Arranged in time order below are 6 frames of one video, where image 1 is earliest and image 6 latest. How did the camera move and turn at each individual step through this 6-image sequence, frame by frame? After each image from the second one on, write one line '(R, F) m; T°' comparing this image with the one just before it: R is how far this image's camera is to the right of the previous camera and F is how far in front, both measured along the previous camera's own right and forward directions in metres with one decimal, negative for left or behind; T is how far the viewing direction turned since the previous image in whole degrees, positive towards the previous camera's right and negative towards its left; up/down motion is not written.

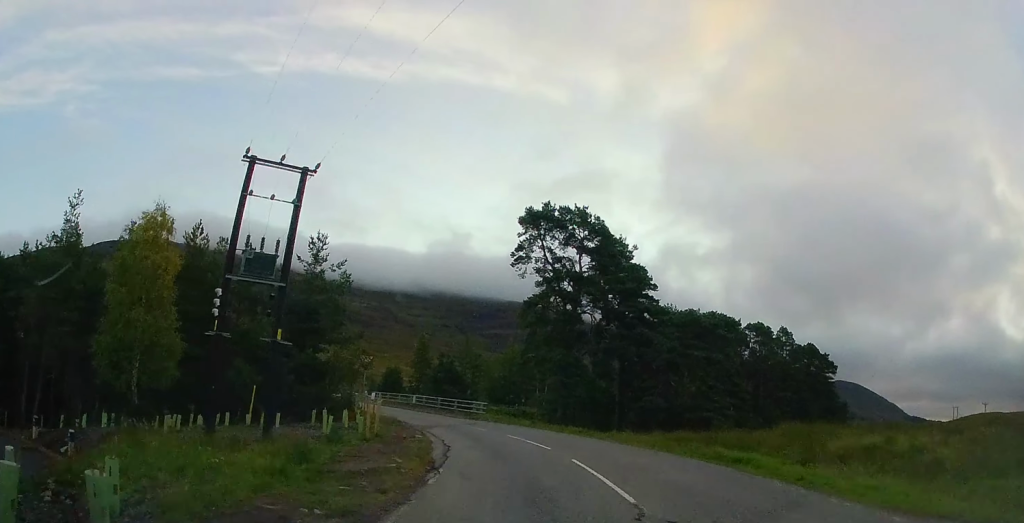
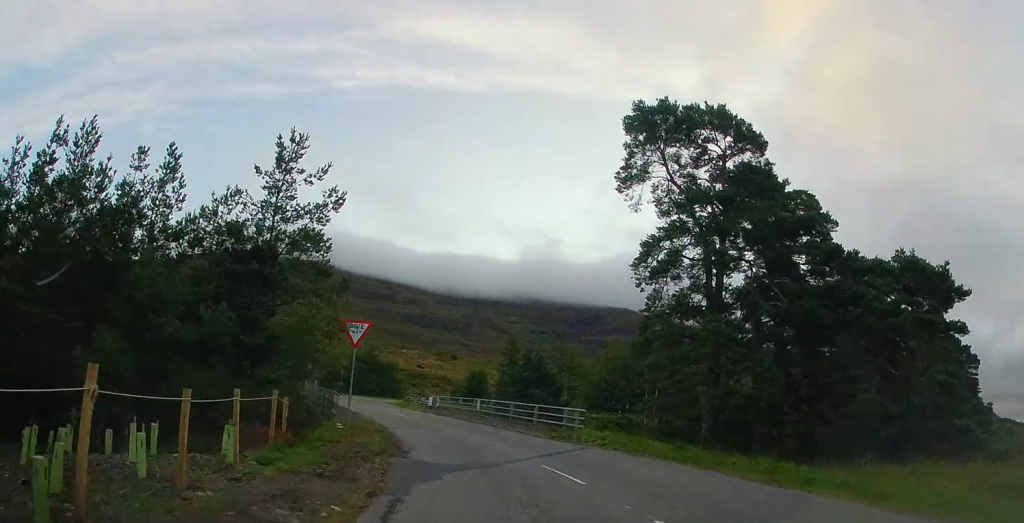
(-1.6, +15.7) m; -11°
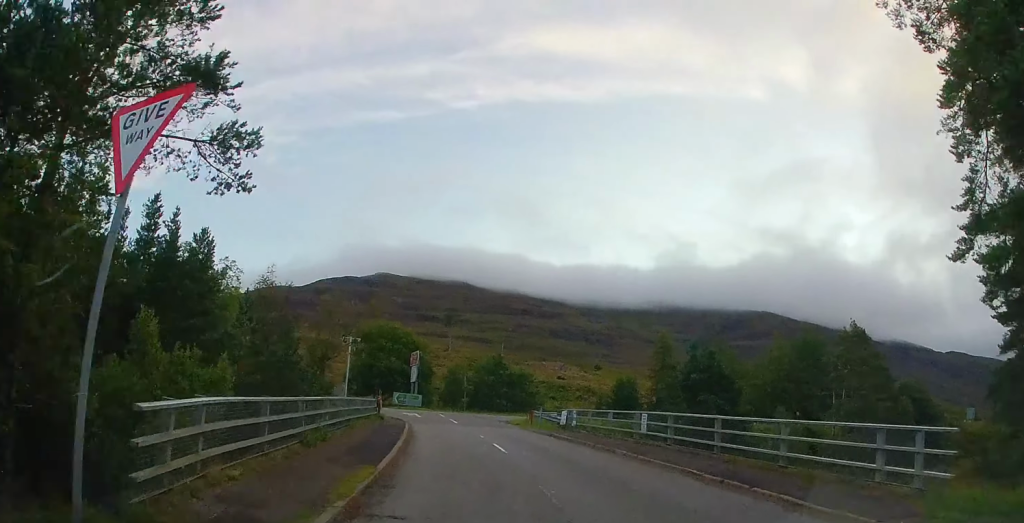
(-1.5, +15.7) m; -13°
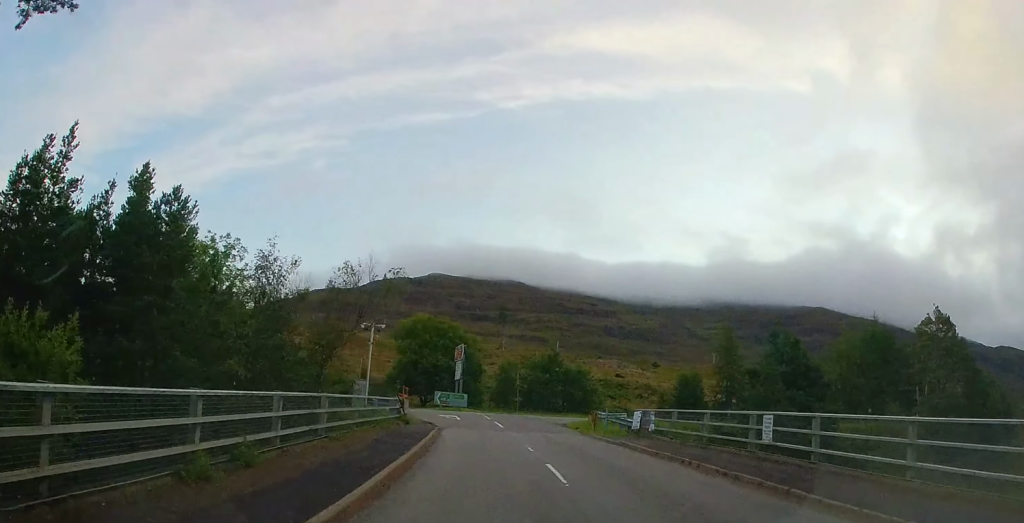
(0.0, +6.1) m; -6°
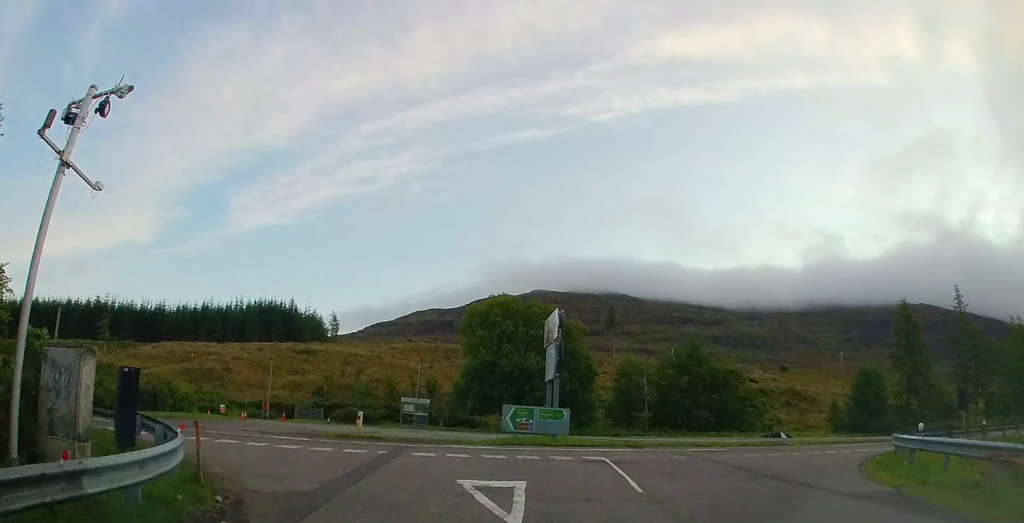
(-6.7, +24.8) m; -24°
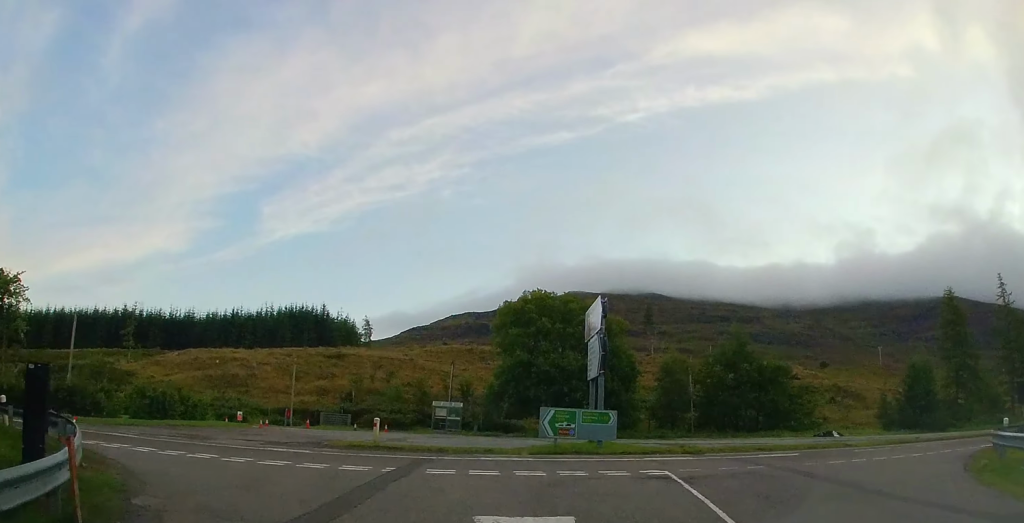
(-0.1, +3.7) m; -5°
